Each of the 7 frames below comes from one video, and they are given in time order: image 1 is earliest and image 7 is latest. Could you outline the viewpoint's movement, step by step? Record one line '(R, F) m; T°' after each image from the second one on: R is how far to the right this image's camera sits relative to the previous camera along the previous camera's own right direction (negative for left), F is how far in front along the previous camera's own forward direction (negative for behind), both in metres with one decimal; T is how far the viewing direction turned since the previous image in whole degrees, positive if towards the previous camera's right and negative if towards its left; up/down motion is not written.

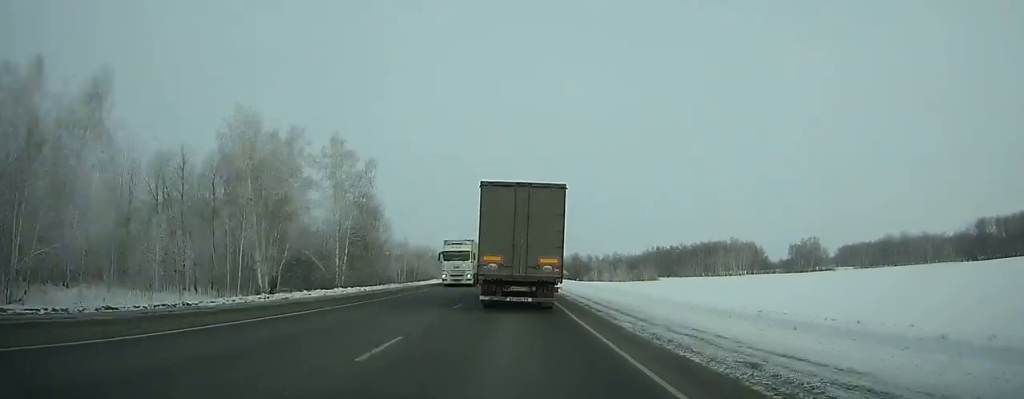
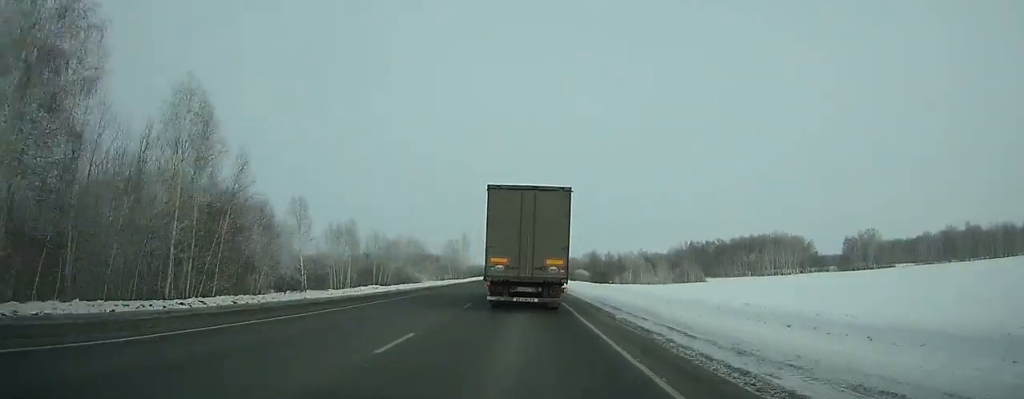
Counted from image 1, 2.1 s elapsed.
(-0.2, +48.2) m; 0°
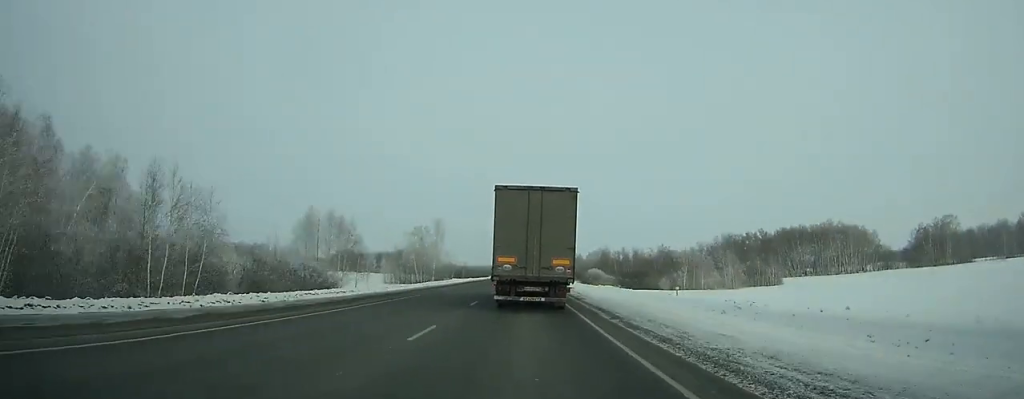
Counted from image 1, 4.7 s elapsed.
(-0.3, +59.9) m; 0°
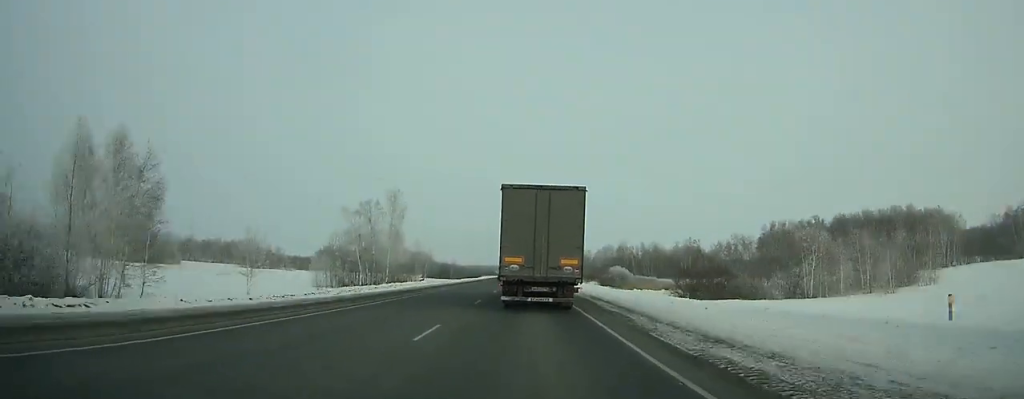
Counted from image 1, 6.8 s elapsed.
(0.0, +48.7) m; 0°
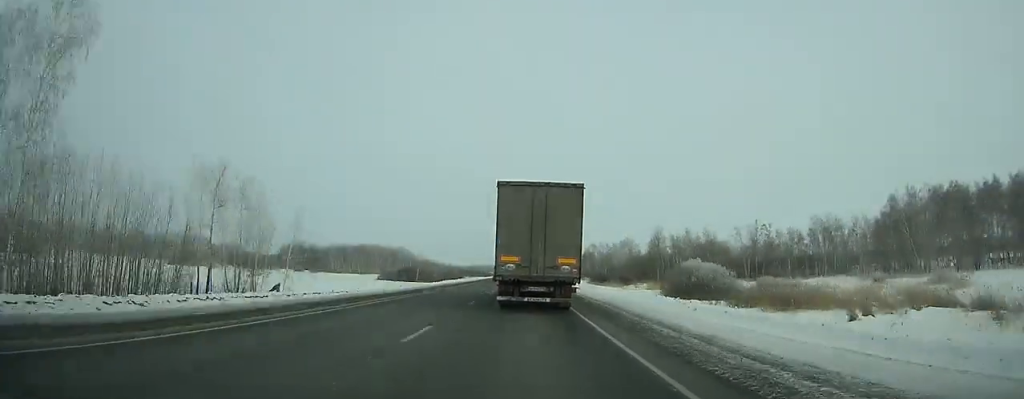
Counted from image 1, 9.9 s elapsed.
(0.0, +72.2) m; 0°
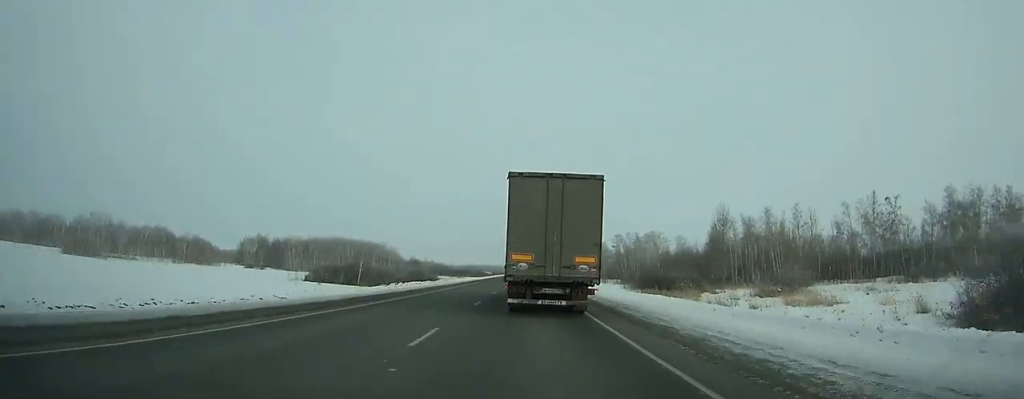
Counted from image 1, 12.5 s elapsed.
(-0.2, +60.6) m; 0°
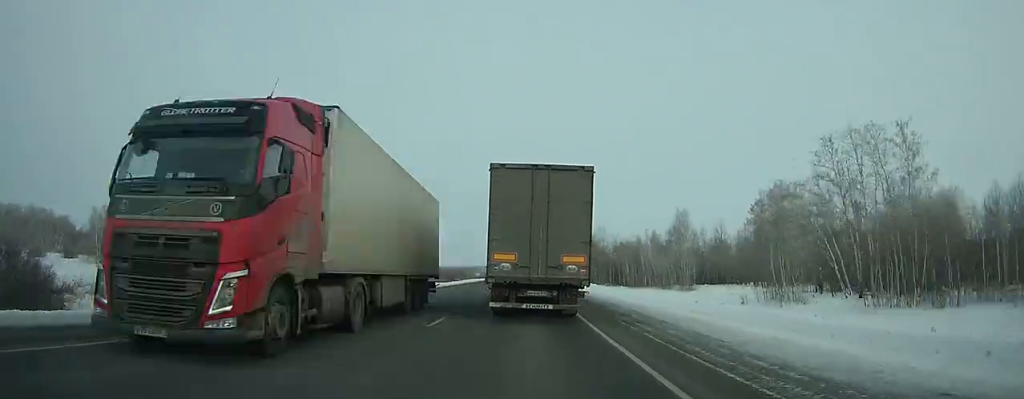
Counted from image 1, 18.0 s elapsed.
(+0.8, +127.6) m; 0°
